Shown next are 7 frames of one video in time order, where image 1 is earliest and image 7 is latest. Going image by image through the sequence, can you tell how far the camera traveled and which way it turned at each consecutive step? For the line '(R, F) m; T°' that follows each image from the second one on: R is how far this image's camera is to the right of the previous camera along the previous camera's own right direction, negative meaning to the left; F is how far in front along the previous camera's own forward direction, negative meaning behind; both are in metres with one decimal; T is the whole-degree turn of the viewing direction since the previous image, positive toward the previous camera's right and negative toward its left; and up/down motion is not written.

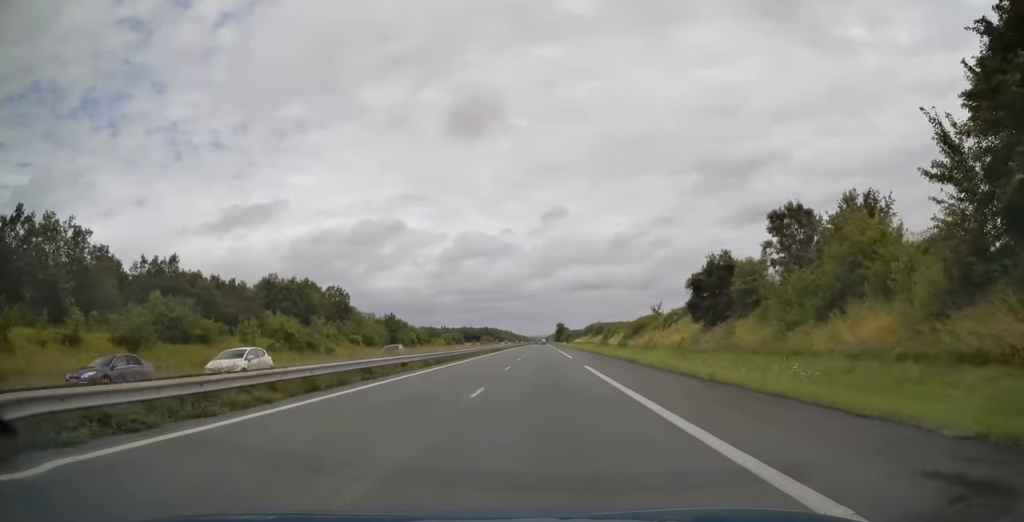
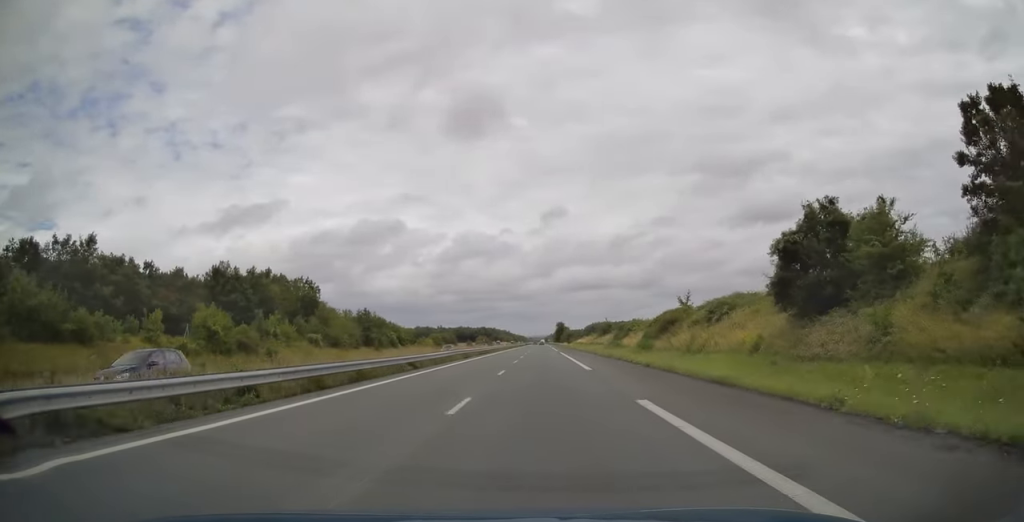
(0.0, +16.2) m; 0°
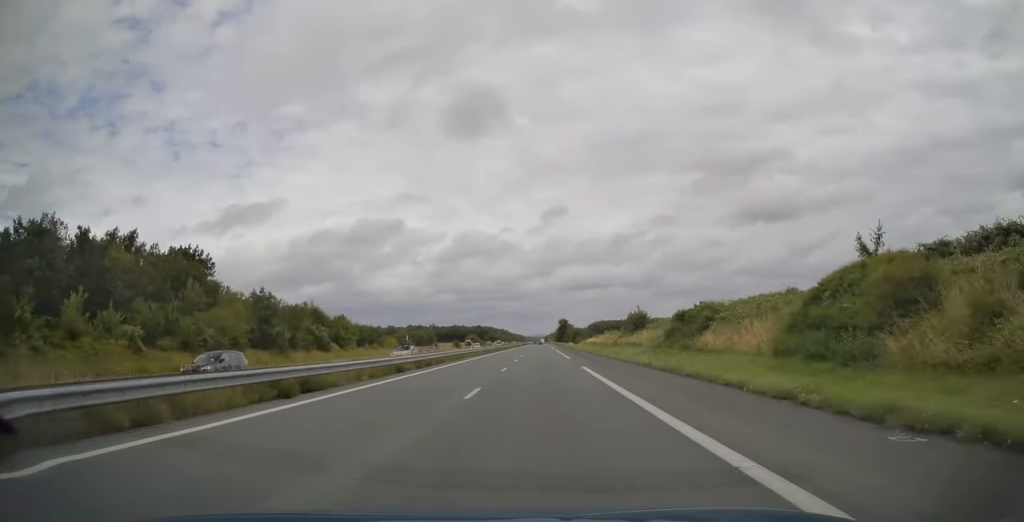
(0.0, +36.2) m; 0°
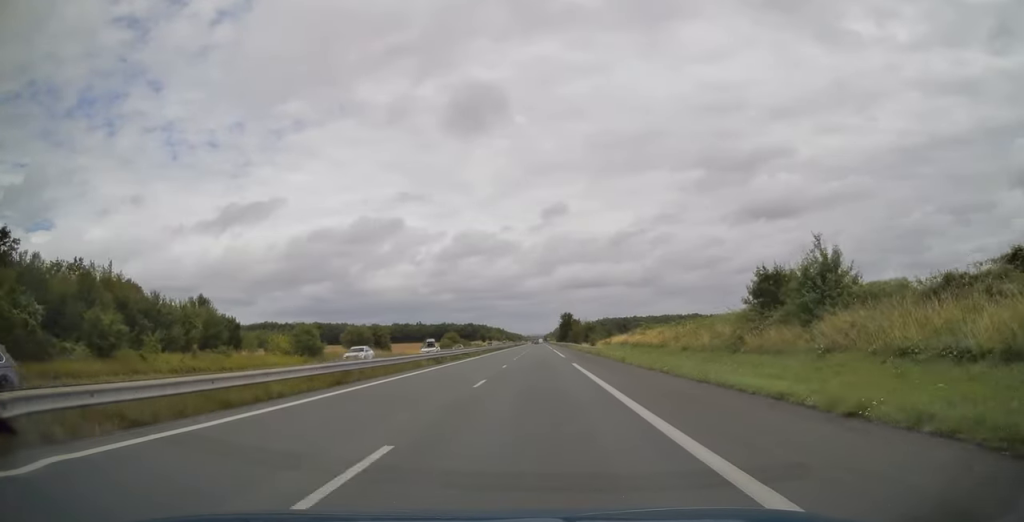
(+0.1, +48.6) m; 0°
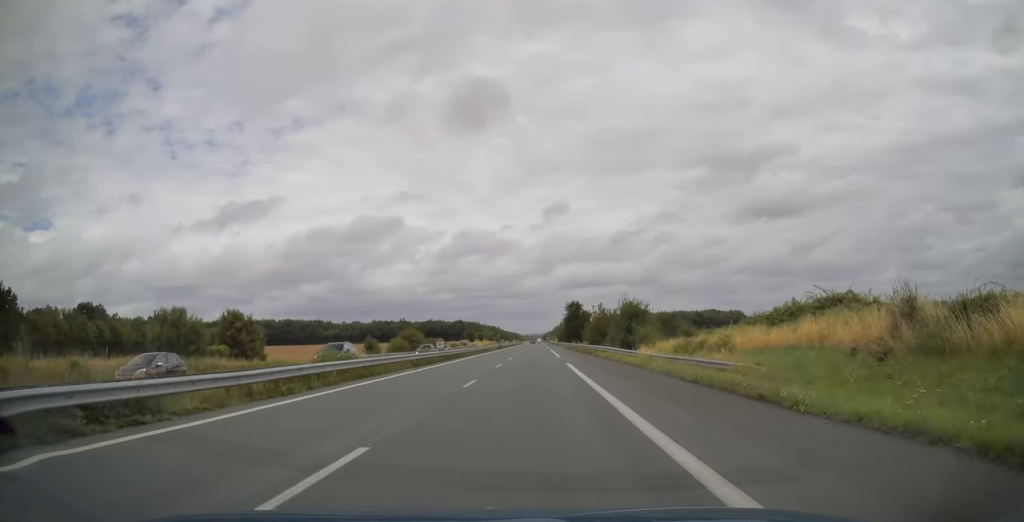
(0.0, +52.4) m; 0°
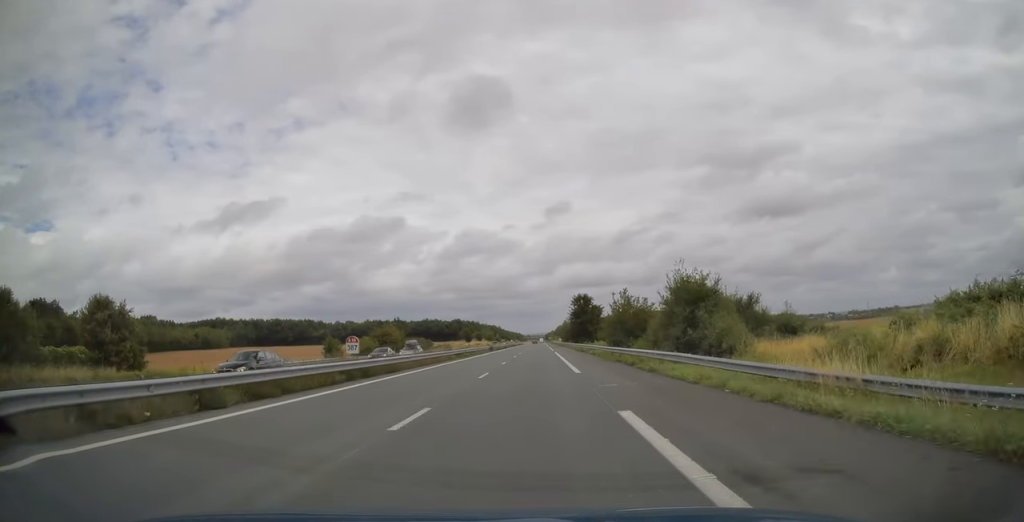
(0.0, +21.6) m; 0°
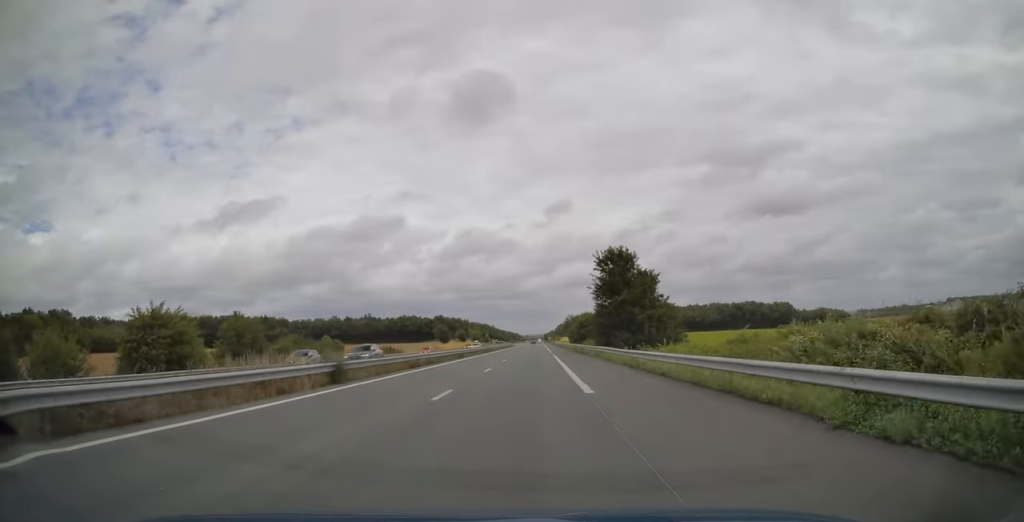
(0.0, +60.4) m; 0°
